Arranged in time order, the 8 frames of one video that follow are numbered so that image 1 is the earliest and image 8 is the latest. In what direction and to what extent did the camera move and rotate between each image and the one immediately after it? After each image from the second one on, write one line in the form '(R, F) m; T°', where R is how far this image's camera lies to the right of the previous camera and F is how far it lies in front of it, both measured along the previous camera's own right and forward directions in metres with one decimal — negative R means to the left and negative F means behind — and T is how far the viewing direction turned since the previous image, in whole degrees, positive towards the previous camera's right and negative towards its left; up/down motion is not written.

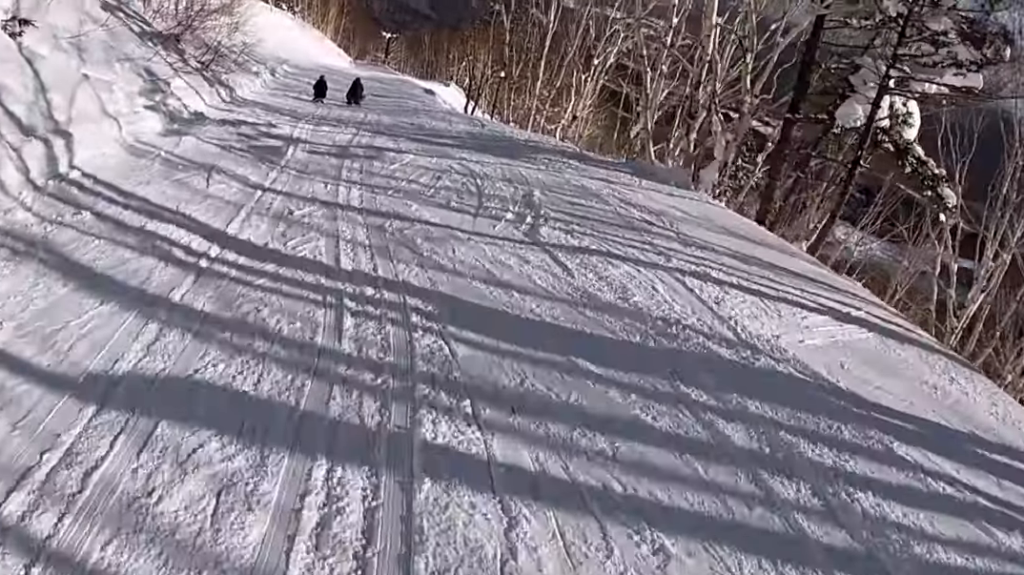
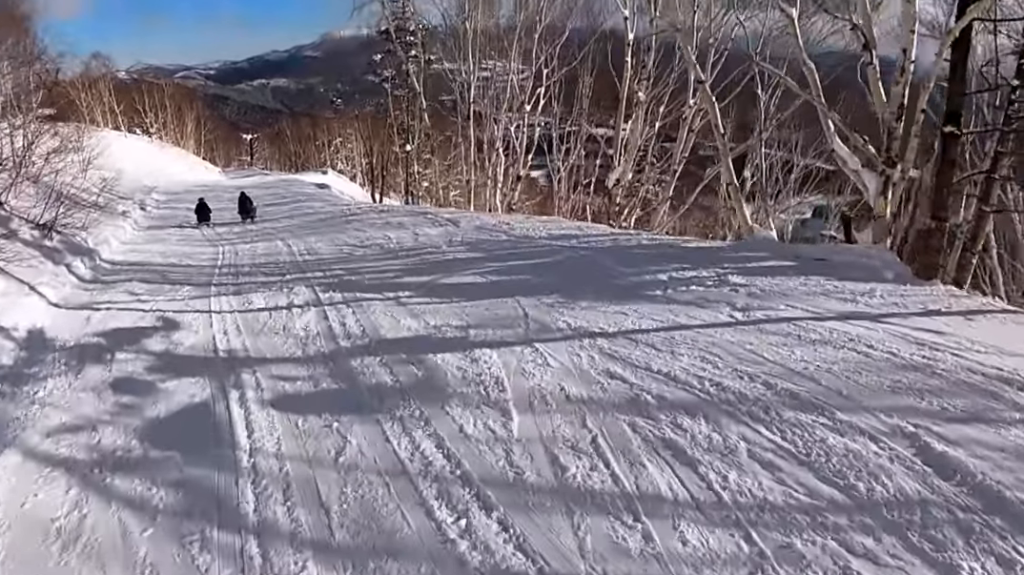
(-0.2, +5.4) m; 0°
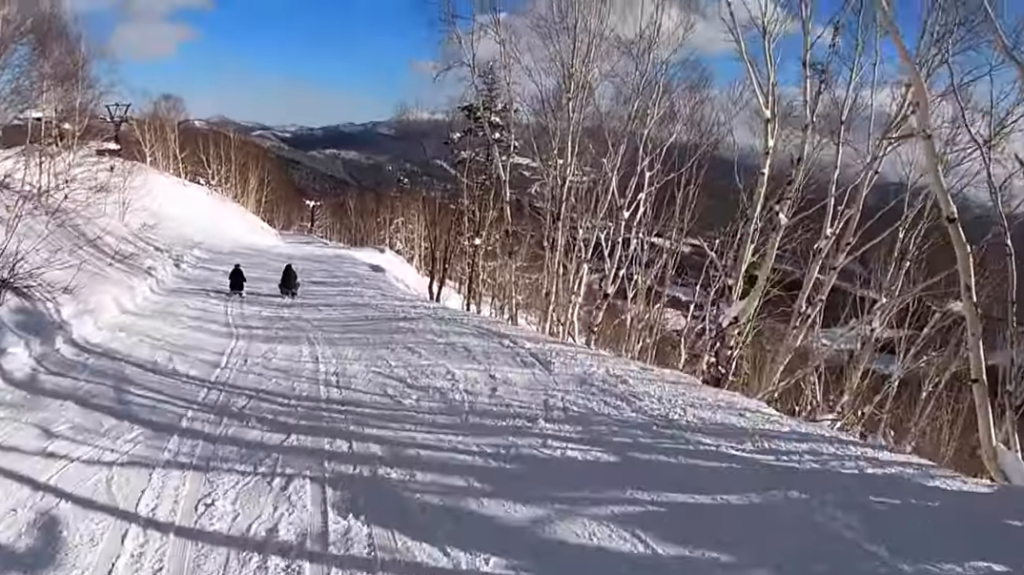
(+0.5, +3.5) m; 0°
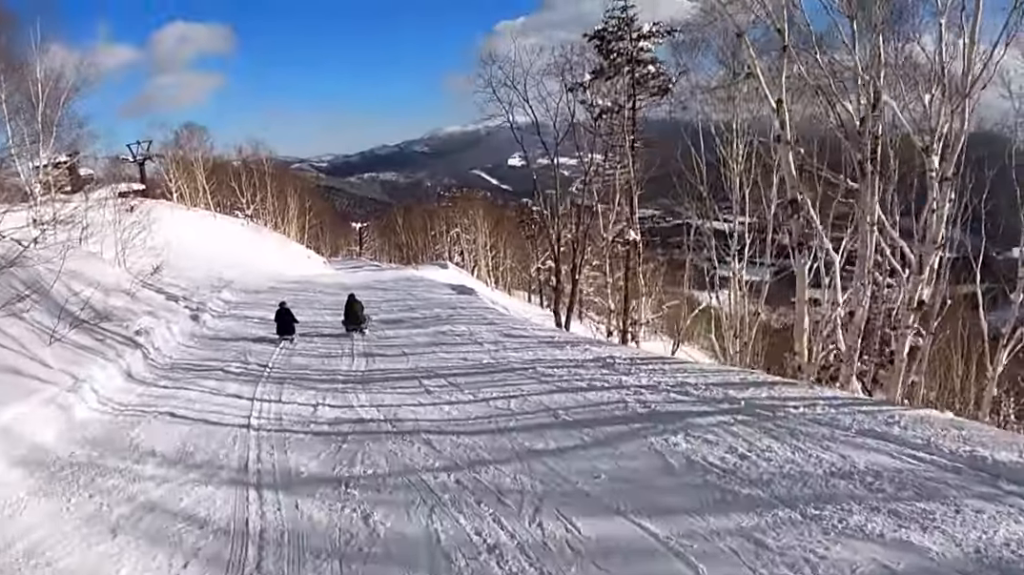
(-0.2, +8.5) m; +6°
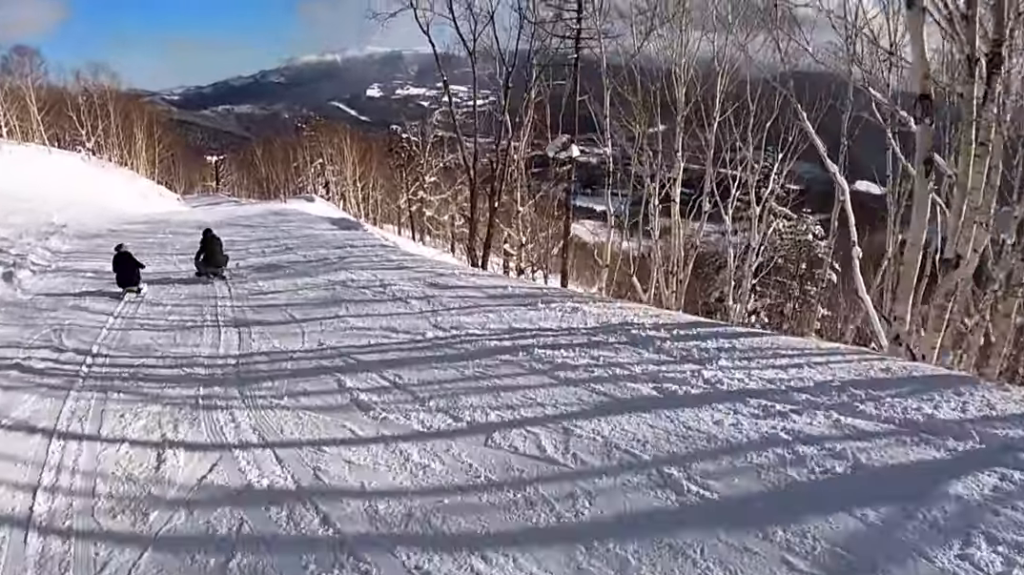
(+0.1, +4.1) m; +2°
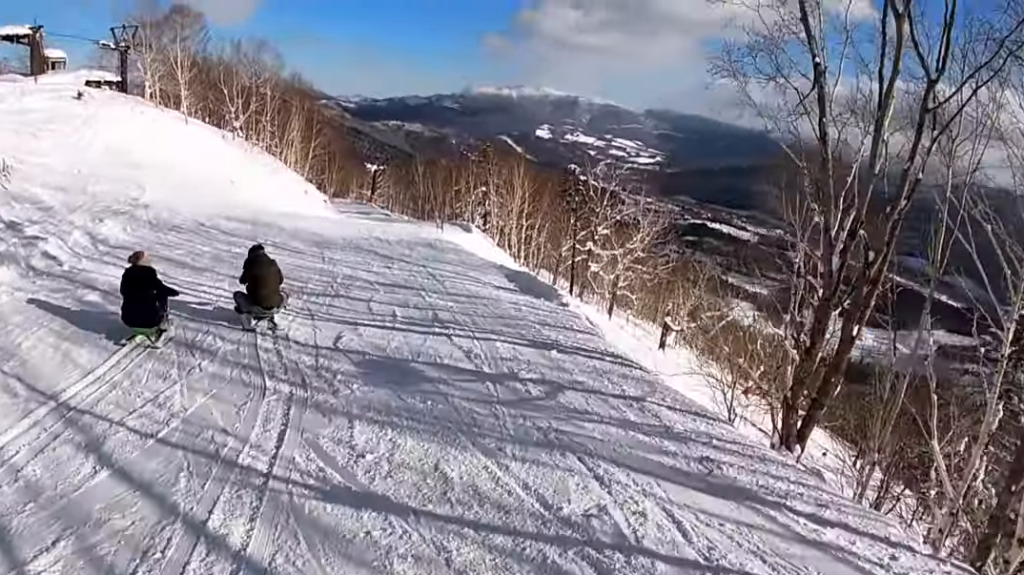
(-0.1, +7.7) m; -8°
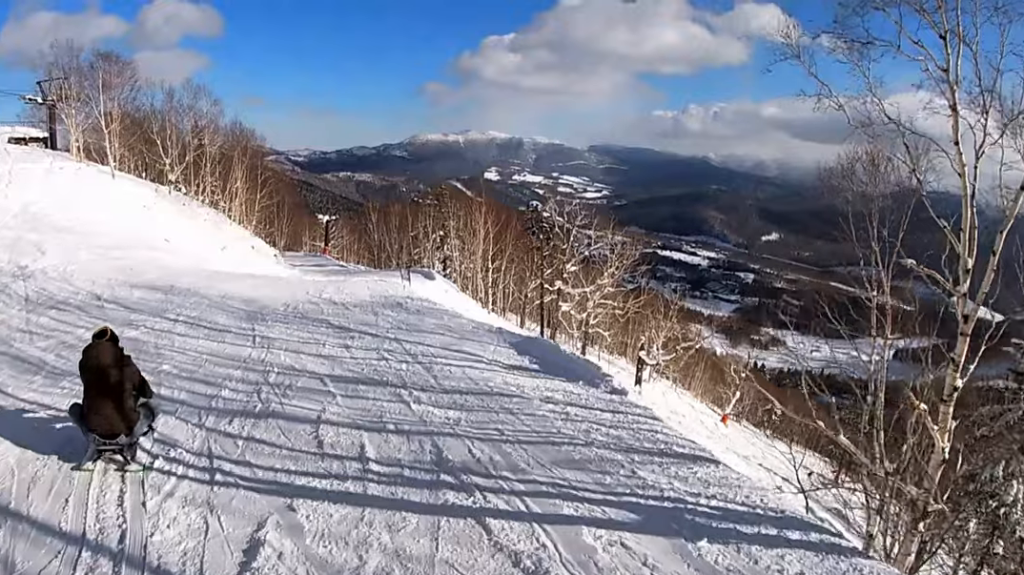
(-0.2, +3.6) m; -9°
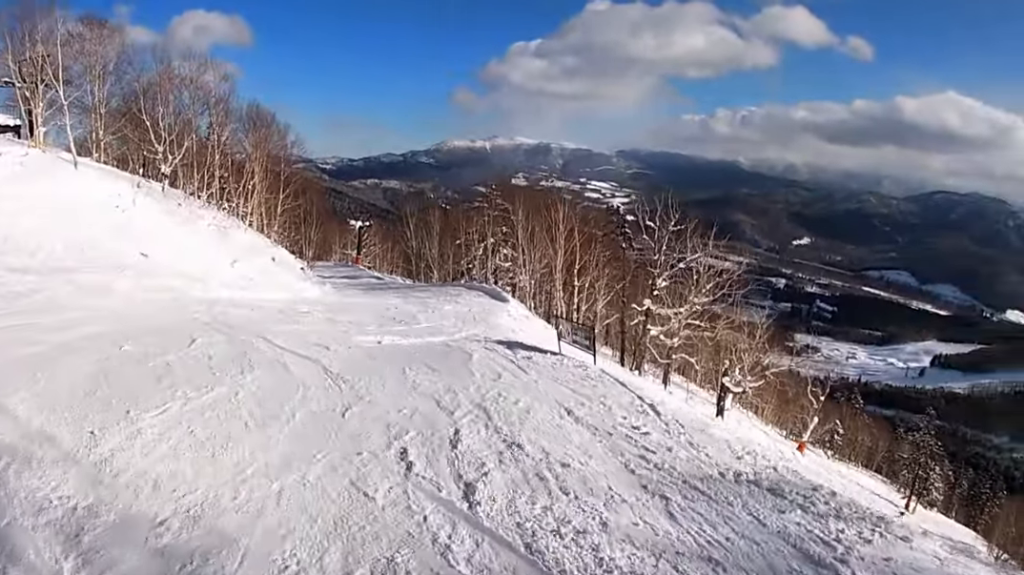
(-1.5, +8.0) m; +3°
